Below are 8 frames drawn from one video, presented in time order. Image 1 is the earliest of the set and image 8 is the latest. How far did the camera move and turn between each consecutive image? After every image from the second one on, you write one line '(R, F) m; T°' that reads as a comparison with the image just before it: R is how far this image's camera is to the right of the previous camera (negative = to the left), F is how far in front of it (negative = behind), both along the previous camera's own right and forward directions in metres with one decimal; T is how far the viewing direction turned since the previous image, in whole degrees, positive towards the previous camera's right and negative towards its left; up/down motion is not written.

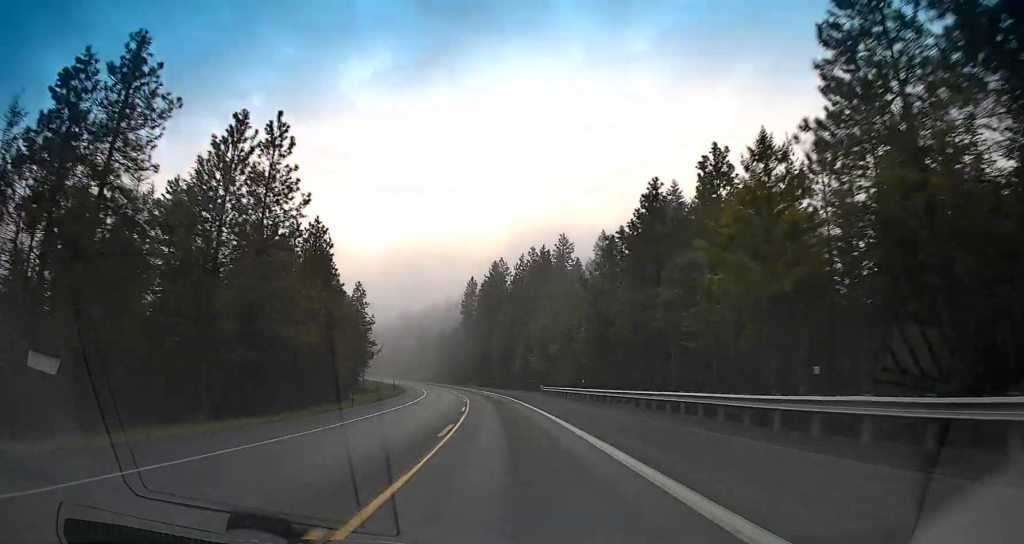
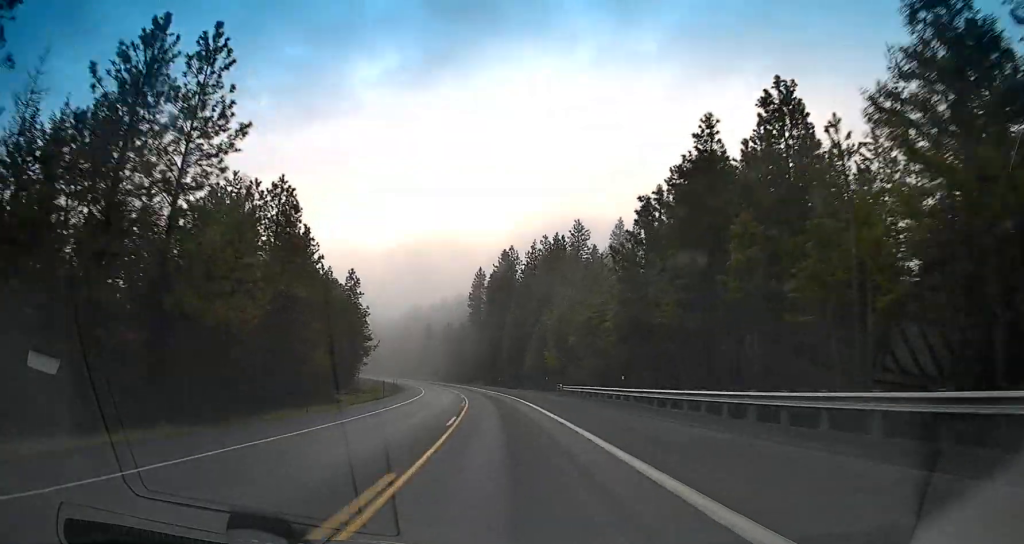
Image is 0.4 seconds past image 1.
(-0.1, +11.6) m; -1°
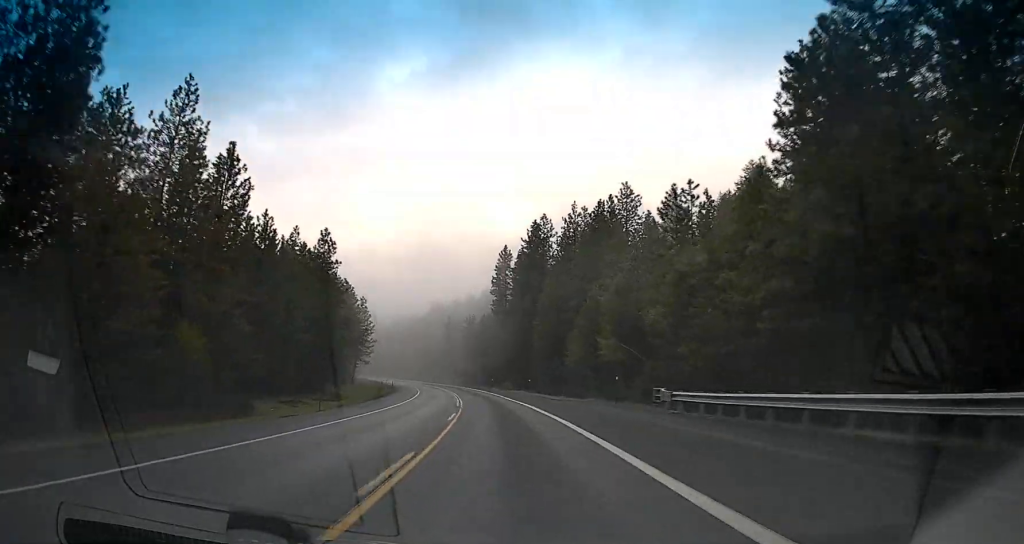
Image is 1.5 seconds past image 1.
(-0.1, +27.7) m; -1°
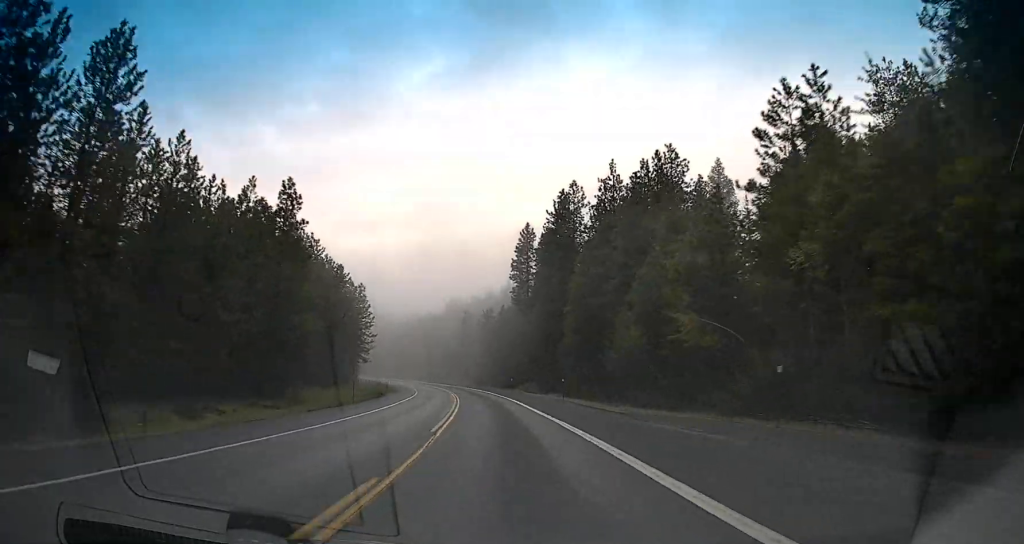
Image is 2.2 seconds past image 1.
(+0.1, +18.8) m; -3°
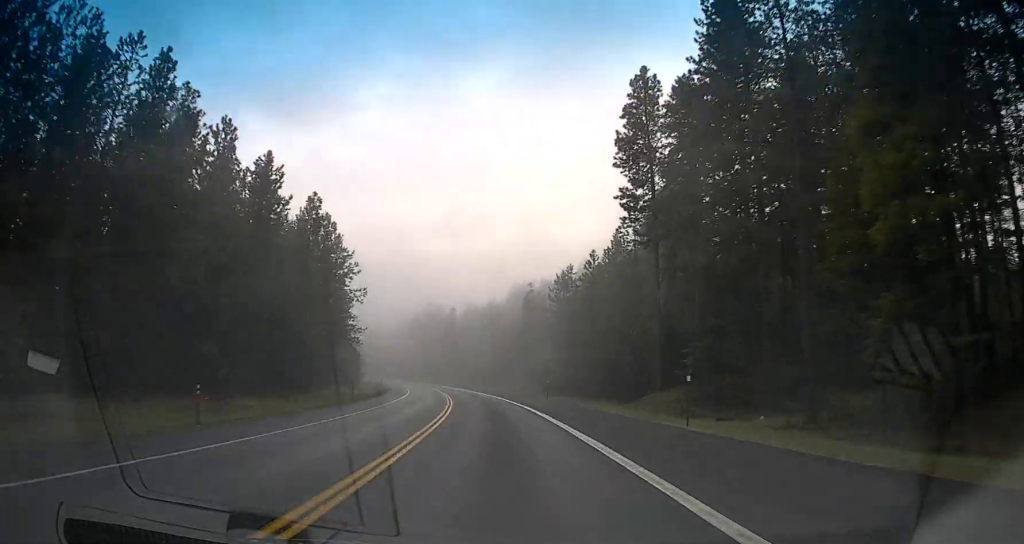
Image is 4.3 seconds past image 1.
(-3.3, +57.0) m; -6°
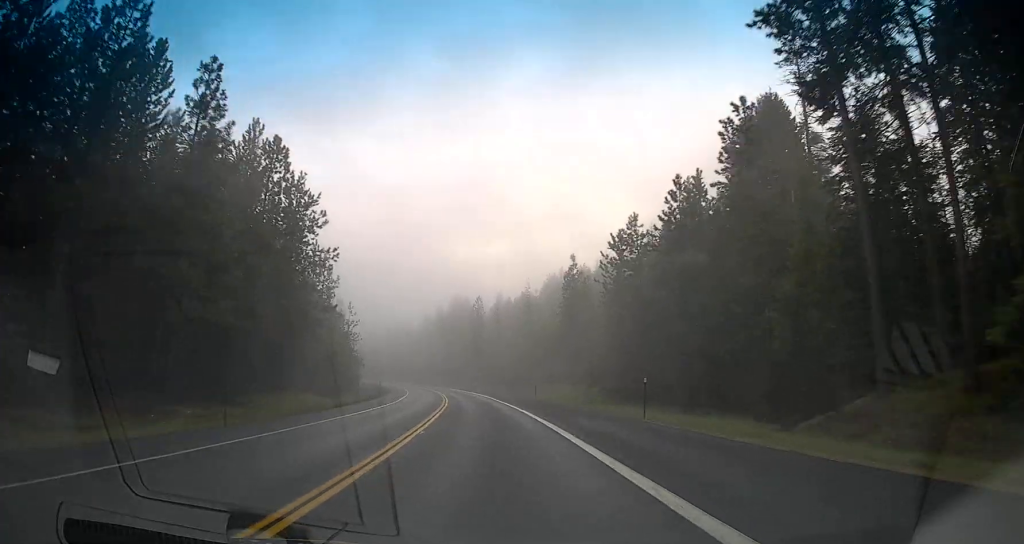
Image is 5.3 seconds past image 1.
(-1.1, +26.4) m; -4°
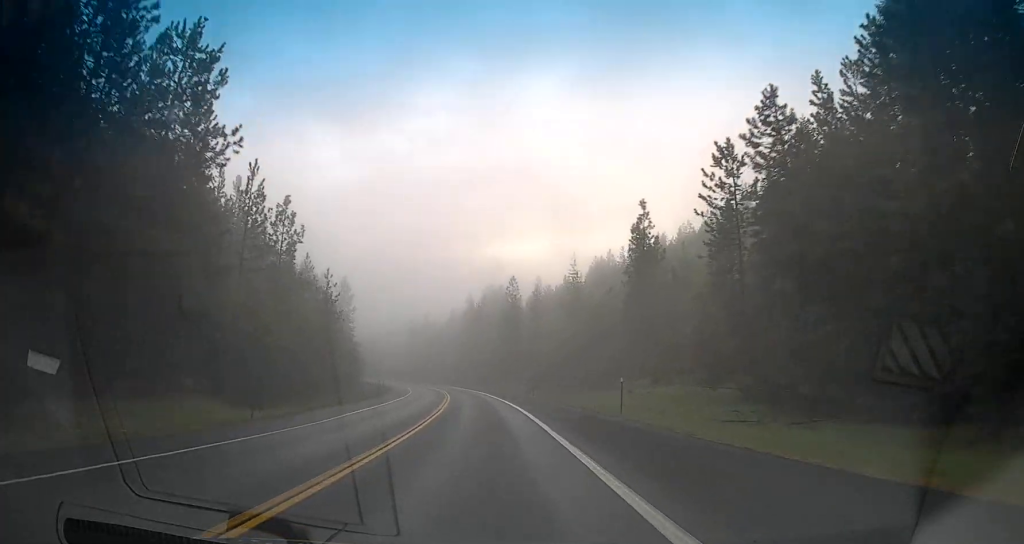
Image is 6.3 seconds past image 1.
(-0.7, +27.4) m; -3°
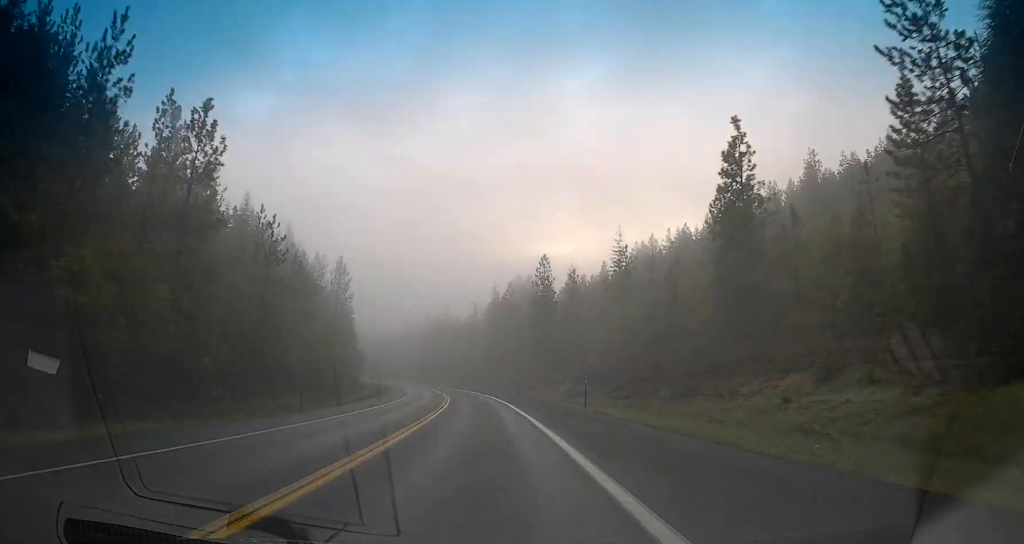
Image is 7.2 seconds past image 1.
(-0.4, +22.2) m; -2°
